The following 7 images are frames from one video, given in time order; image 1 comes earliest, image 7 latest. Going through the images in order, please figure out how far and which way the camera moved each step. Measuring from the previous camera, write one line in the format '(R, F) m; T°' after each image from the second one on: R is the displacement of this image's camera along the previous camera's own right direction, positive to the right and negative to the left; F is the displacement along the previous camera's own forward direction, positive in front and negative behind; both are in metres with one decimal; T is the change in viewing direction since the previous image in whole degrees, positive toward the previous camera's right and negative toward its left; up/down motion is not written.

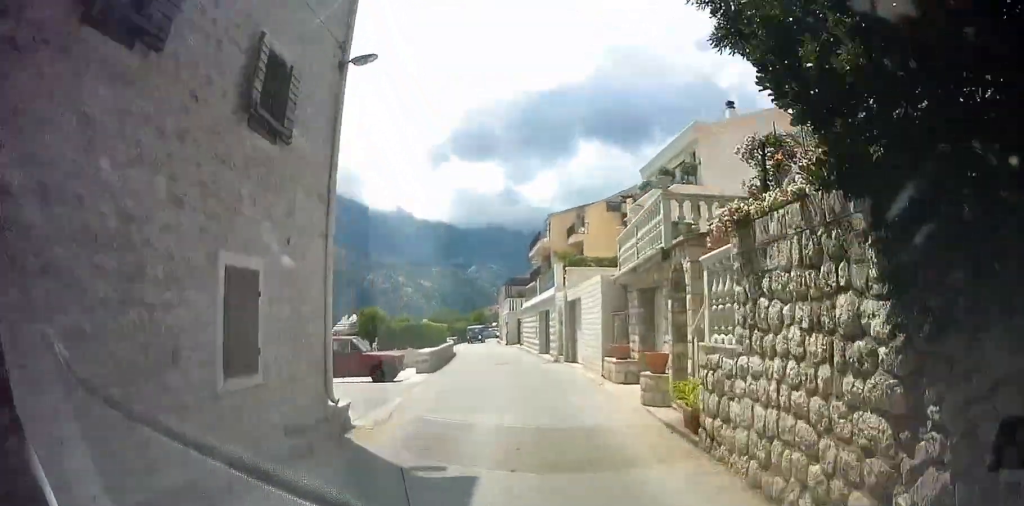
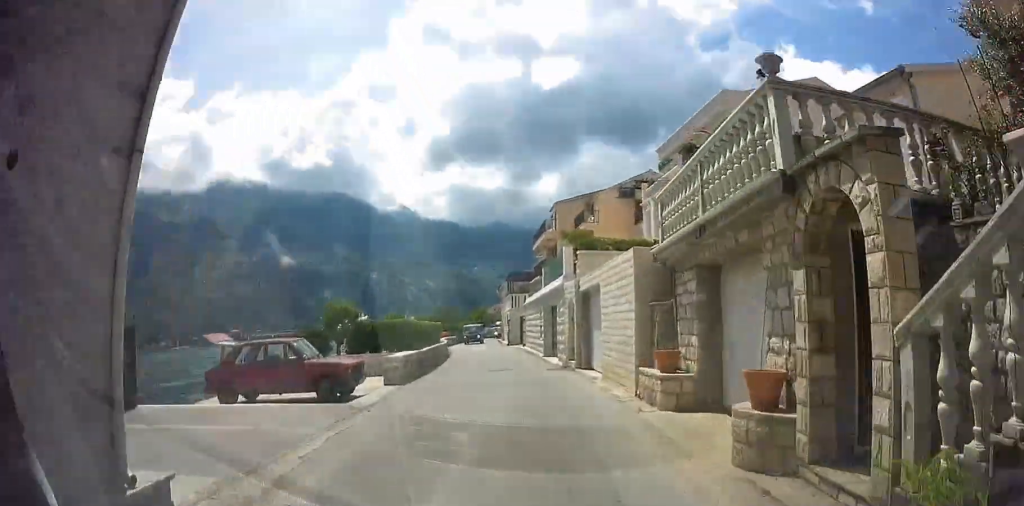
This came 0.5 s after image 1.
(+0.1, +4.4) m; -2°
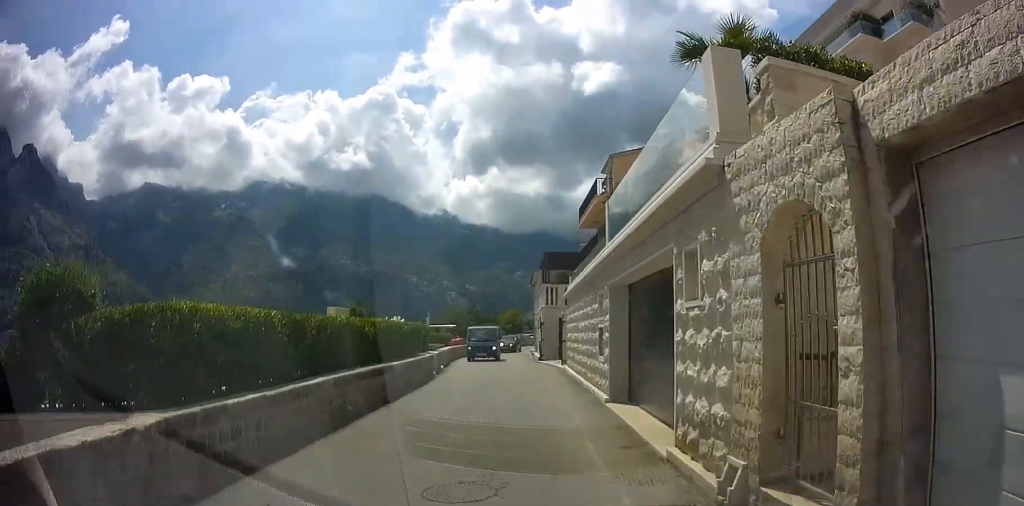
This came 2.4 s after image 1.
(-1.0, +15.2) m; -4°
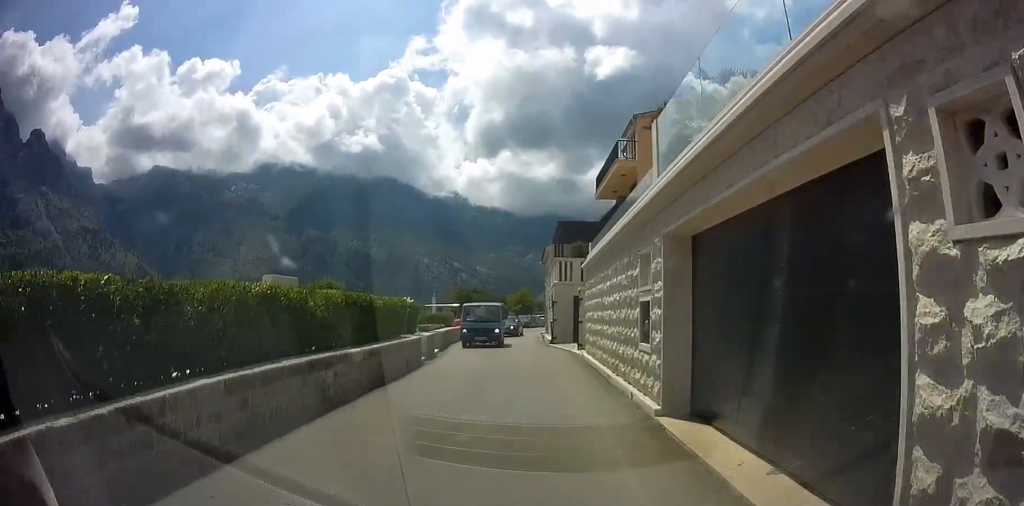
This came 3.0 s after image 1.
(0.0, +4.8) m; +3°
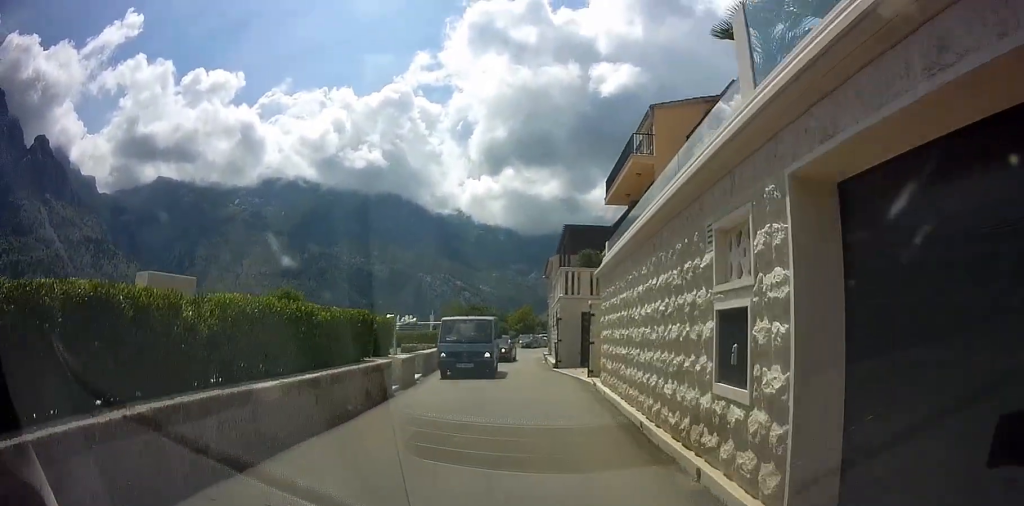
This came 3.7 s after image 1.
(+0.2, +4.6) m; +1°
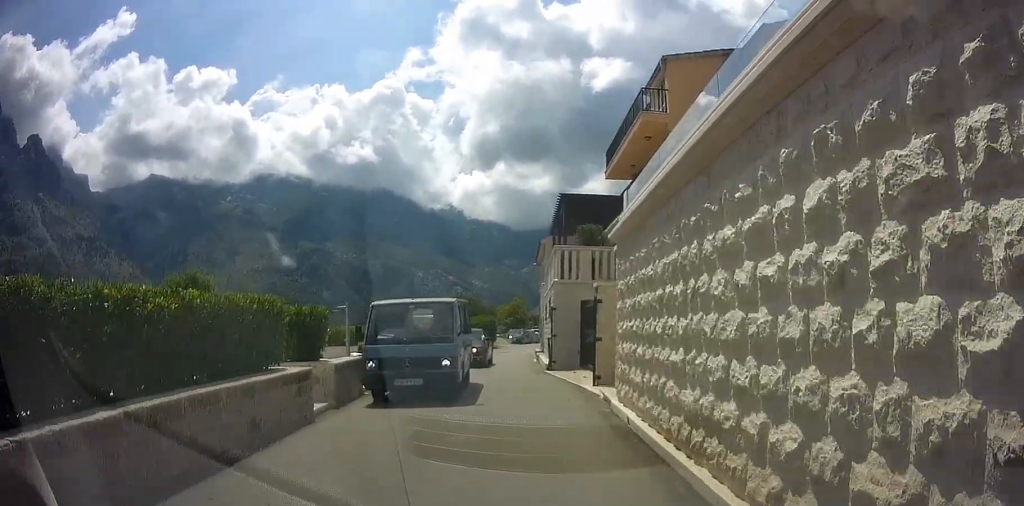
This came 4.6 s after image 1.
(0.0, +5.8) m; -2°
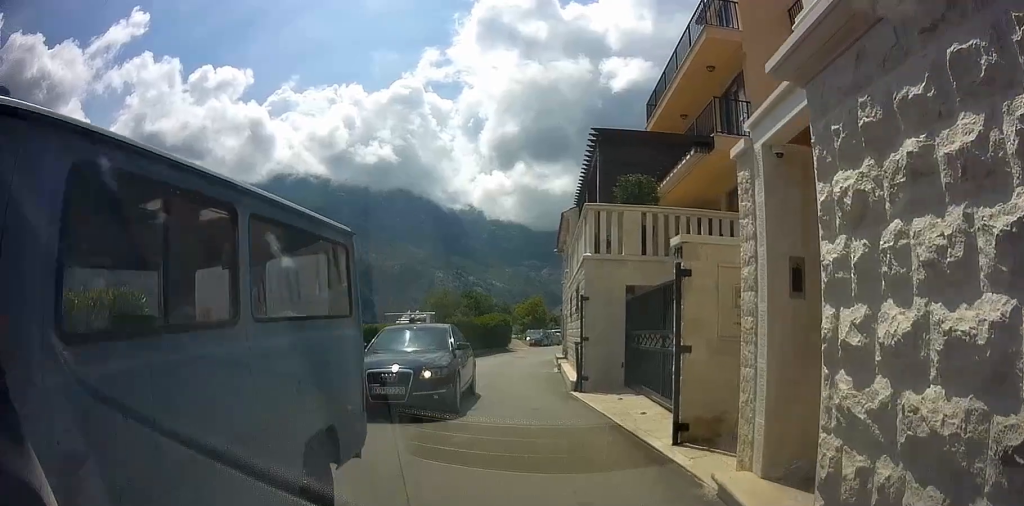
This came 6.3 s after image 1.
(-0.4, +9.1) m; -1°
